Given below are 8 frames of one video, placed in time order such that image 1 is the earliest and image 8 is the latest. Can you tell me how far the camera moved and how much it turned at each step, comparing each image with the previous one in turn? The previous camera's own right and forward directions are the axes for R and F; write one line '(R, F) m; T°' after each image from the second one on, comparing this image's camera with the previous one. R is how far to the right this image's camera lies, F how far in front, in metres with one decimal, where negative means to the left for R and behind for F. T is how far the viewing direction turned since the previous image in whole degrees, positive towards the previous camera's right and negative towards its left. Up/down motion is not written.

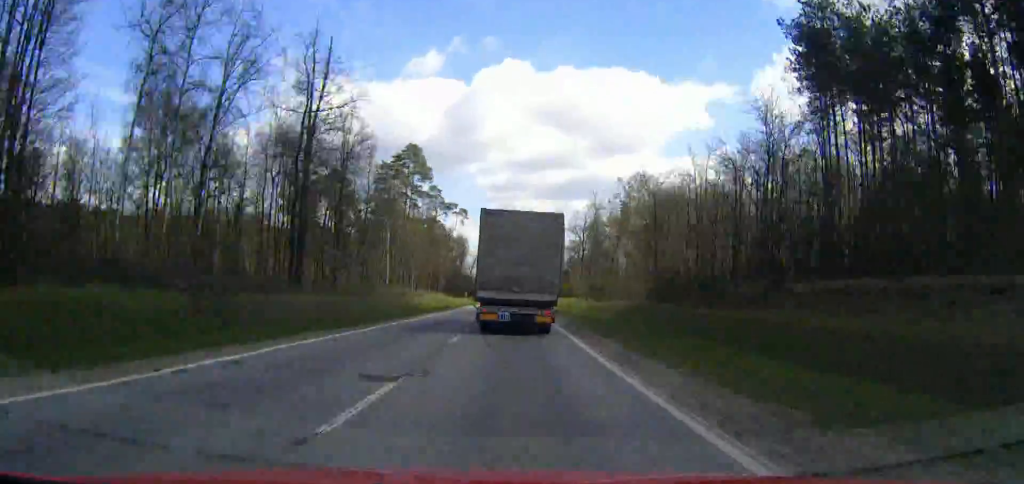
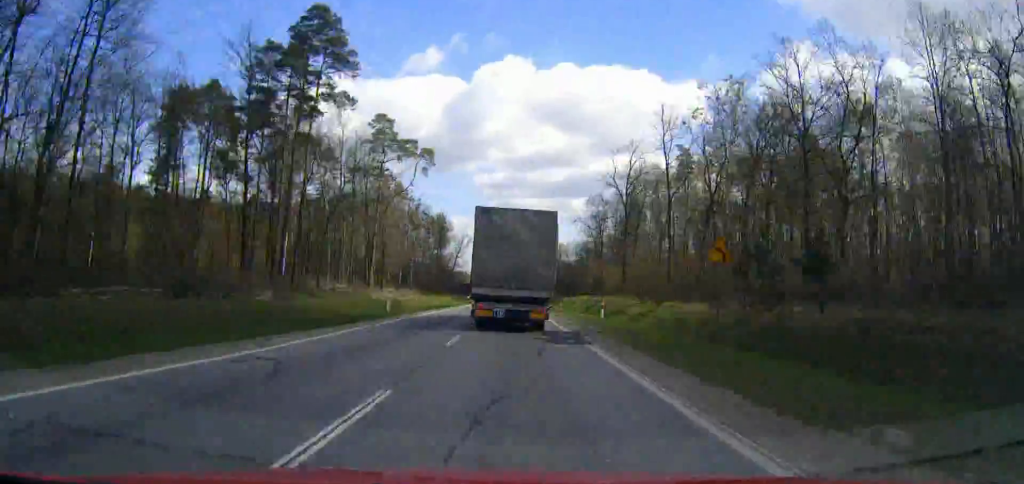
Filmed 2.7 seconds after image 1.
(+0.1, +54.6) m; 0°
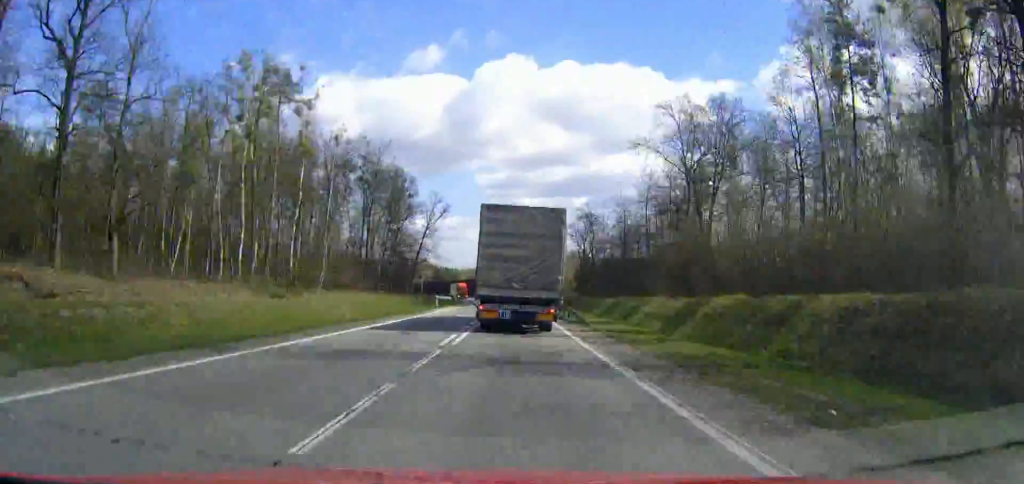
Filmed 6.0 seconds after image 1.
(+0.2, +68.1) m; 0°
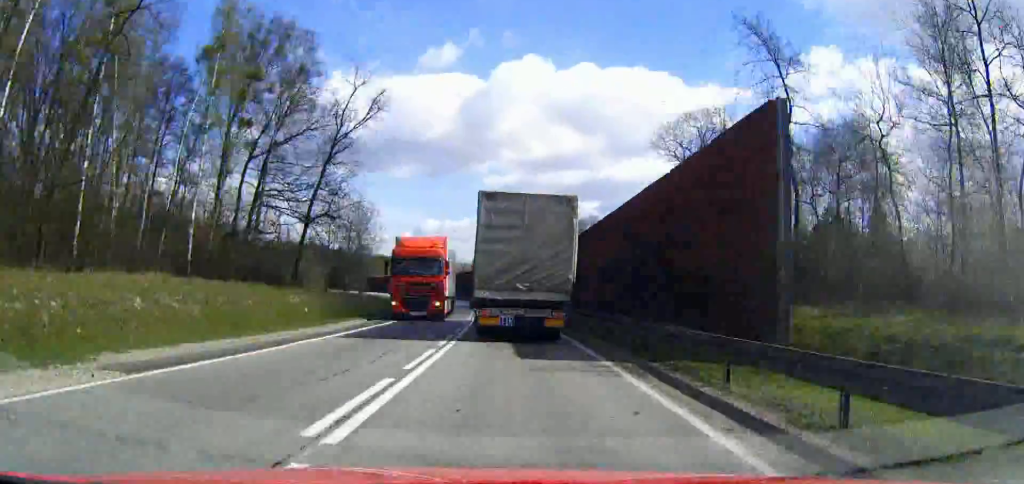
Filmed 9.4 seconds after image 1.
(-0.8, +72.1) m; -2°
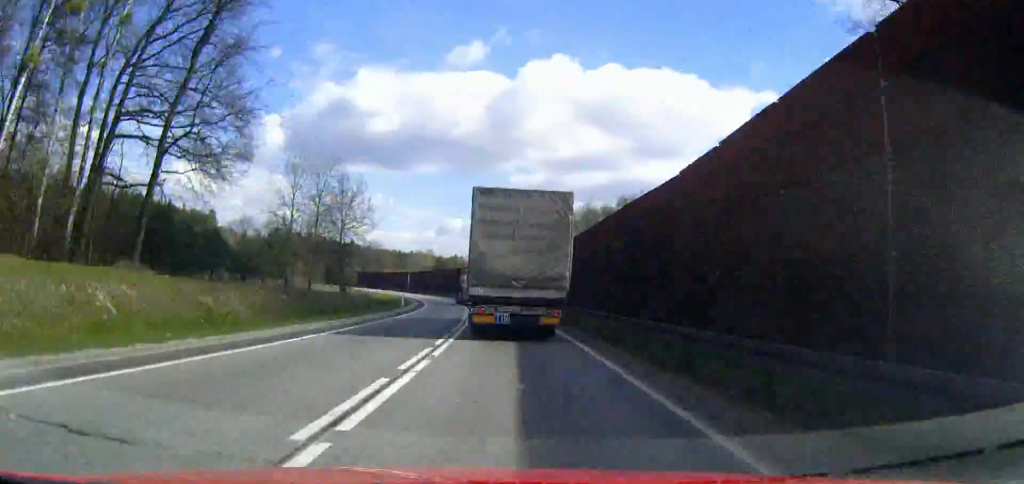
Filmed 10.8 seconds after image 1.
(-0.4, +30.2) m; -2°
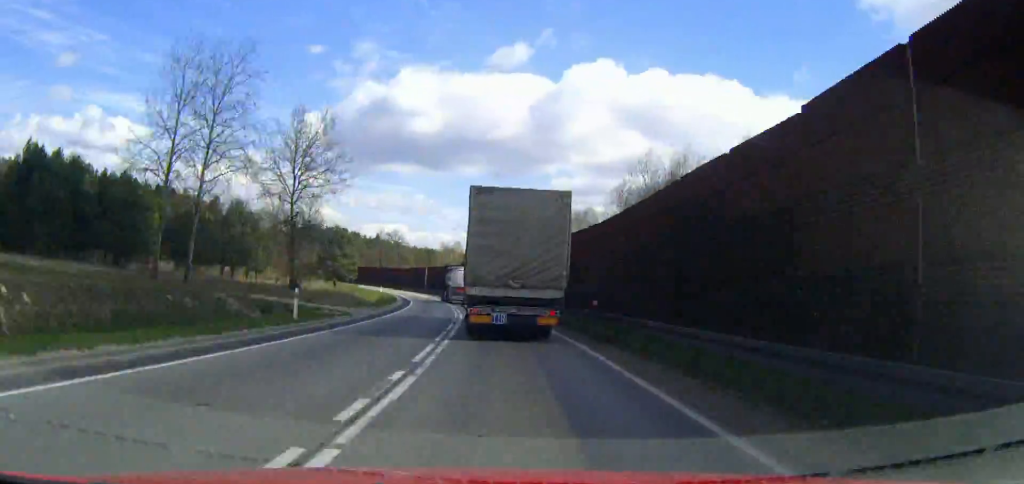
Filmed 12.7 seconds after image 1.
(-0.8, +41.4) m; -4°
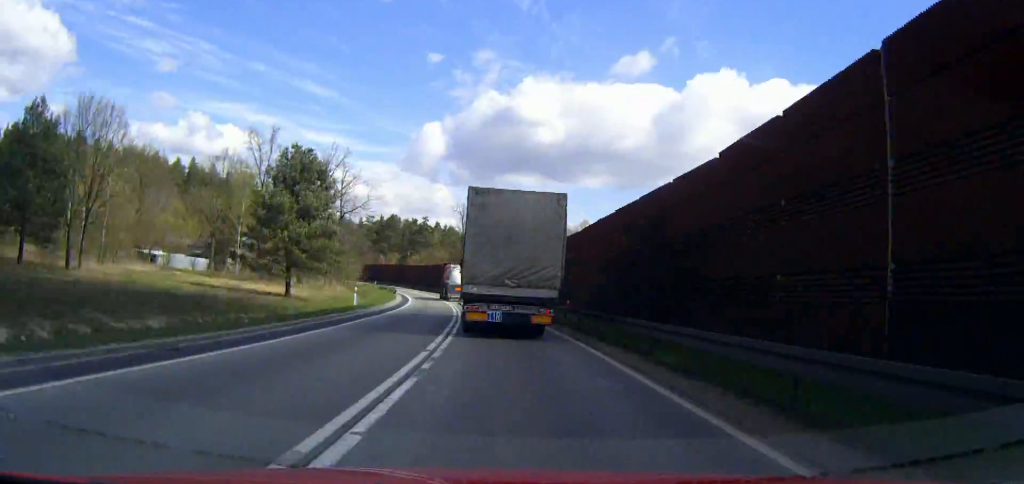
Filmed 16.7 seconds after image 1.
(-8.8, +90.0) m; -13°
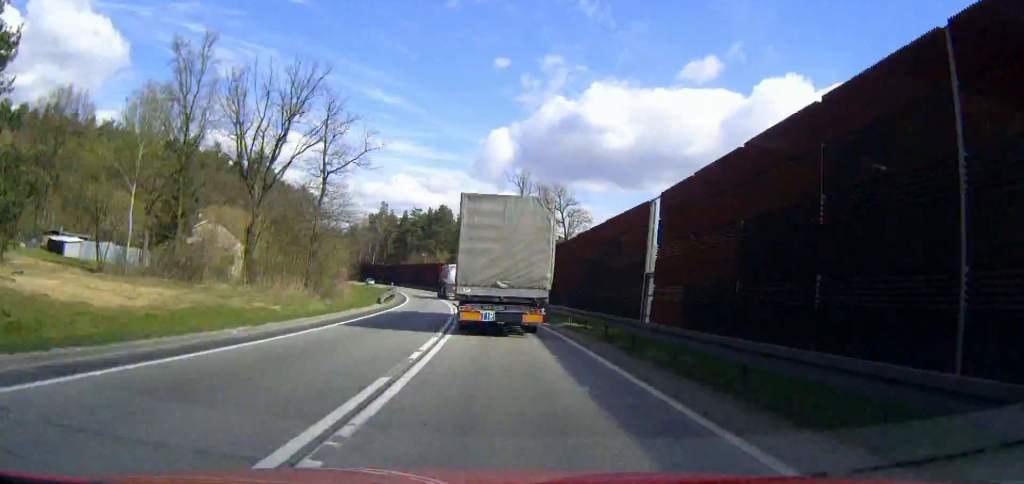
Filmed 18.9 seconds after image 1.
(-3.6, +51.2) m; -6°
